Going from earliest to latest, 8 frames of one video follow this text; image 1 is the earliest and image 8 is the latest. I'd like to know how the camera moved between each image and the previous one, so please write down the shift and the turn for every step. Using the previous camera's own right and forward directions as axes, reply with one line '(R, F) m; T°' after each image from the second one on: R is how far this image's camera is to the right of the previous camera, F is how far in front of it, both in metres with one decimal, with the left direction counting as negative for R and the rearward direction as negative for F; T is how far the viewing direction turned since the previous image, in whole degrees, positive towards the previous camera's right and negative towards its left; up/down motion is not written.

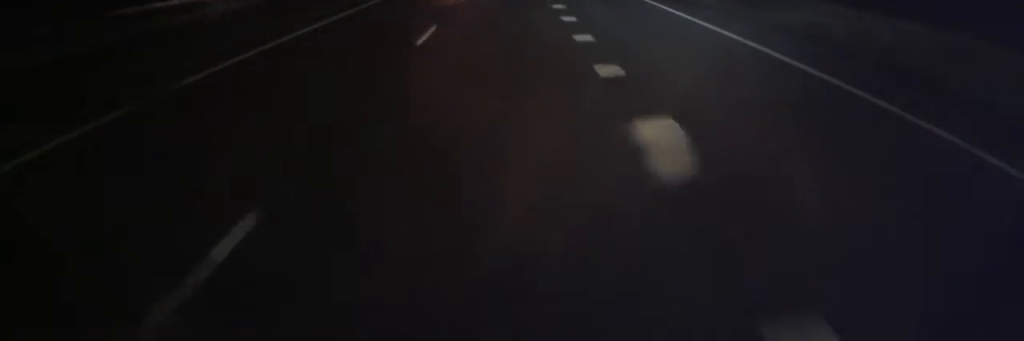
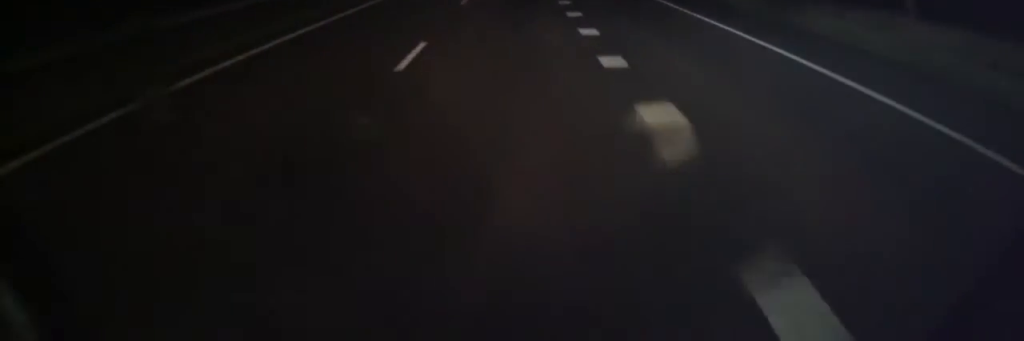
(+0.6, +36.2) m; 0°
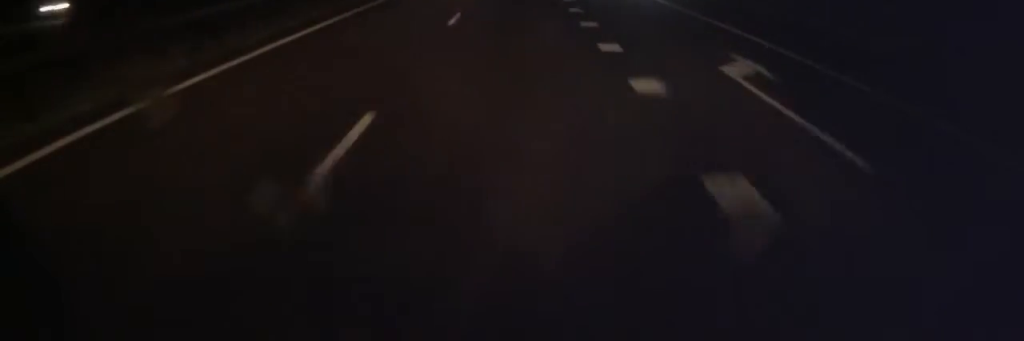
(-0.6, +28.8) m; -2°
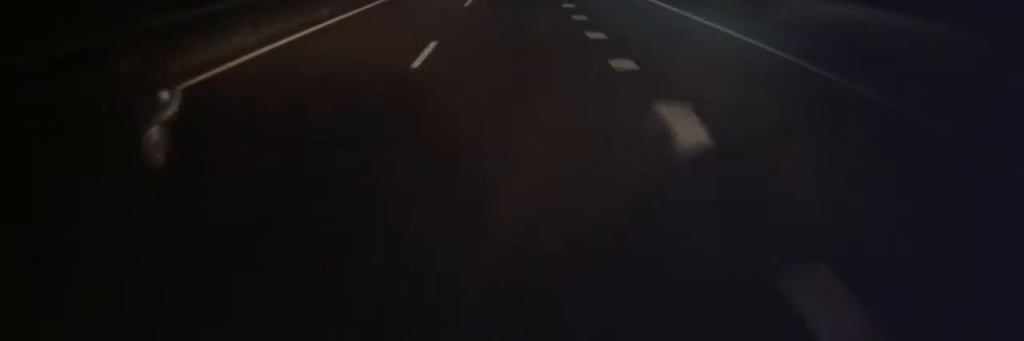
(0.0, +17.3) m; +1°
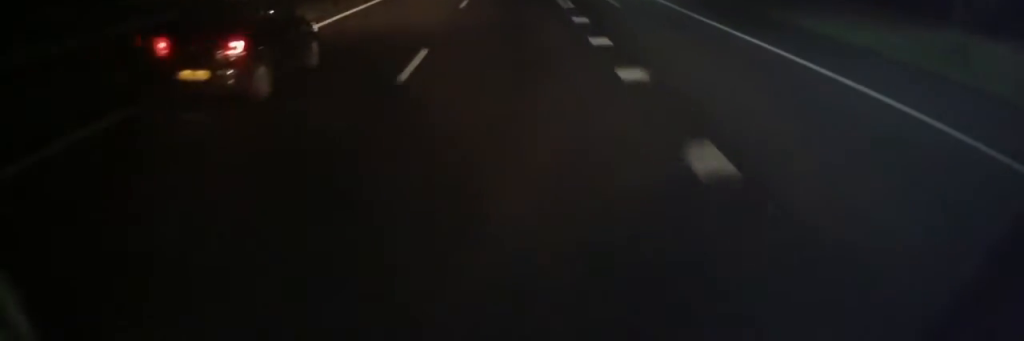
(+0.1, +12.8) m; 0°
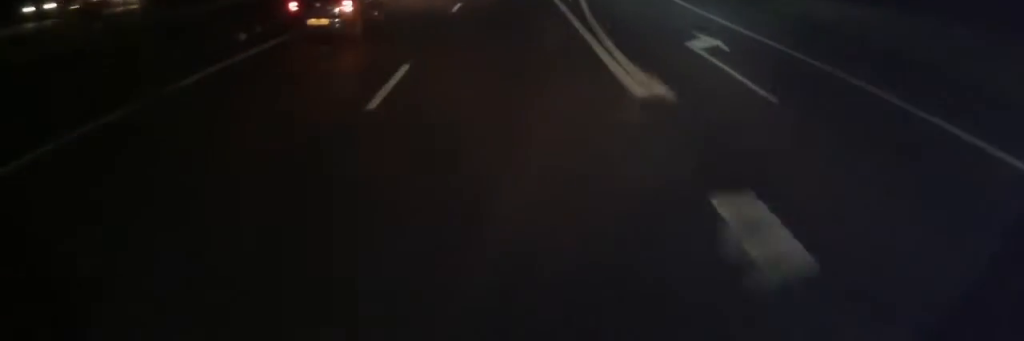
(+0.3, +13.6) m; 0°
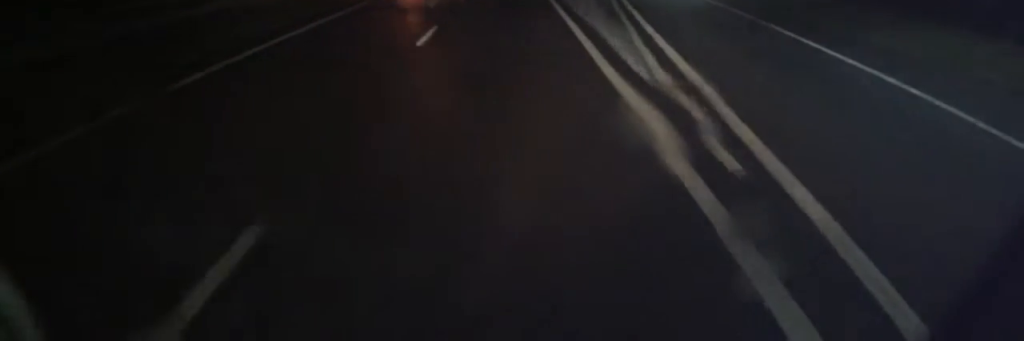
(-0.1, +18.4) m; 0°
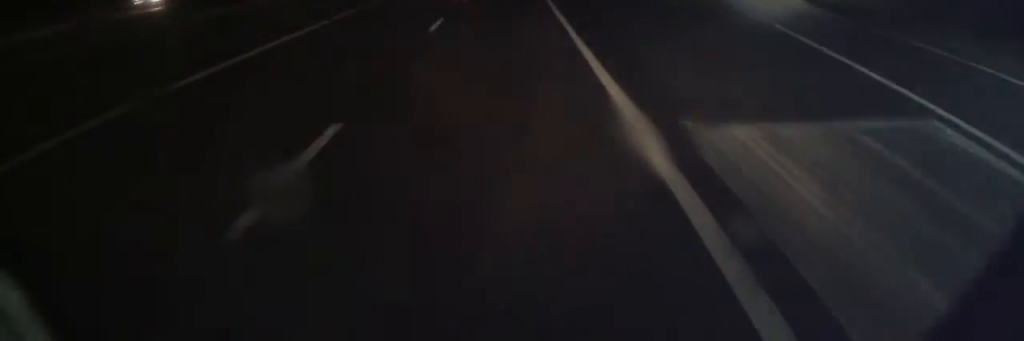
(+0.2, +33.0) m; 0°
